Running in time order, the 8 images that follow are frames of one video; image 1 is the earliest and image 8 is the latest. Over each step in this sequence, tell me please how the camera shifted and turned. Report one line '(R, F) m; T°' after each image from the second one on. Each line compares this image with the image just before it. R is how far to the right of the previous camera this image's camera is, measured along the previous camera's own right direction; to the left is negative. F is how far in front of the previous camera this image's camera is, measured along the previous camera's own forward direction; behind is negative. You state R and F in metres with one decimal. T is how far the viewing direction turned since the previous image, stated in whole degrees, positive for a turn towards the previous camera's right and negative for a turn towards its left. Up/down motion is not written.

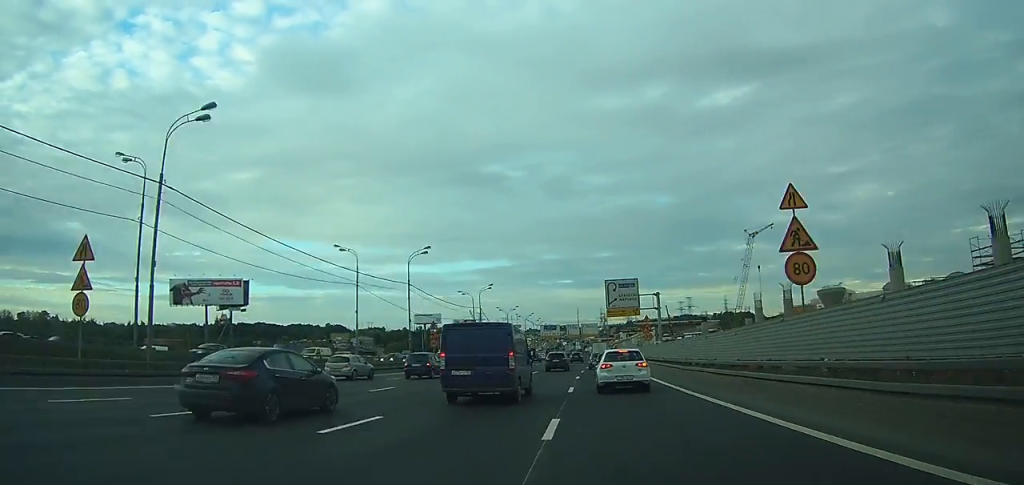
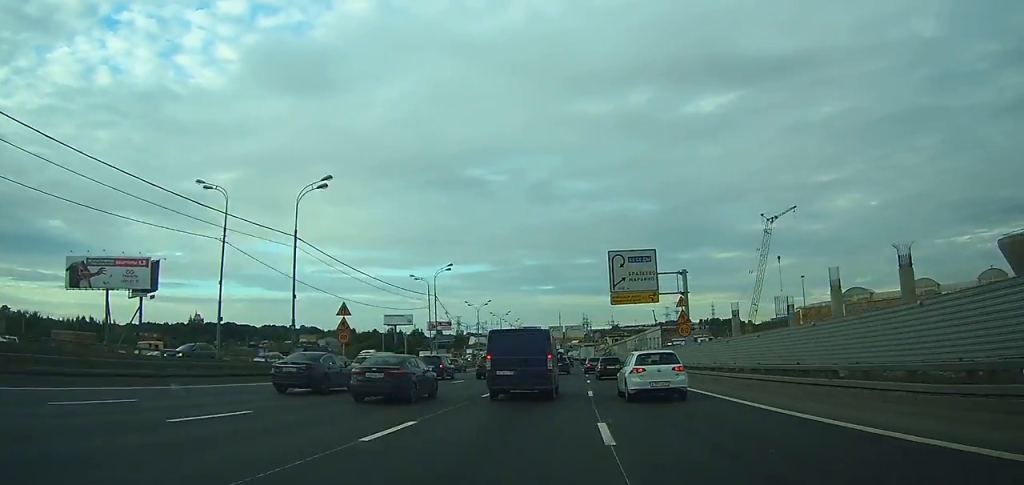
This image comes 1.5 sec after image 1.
(+0.1, +23.7) m; 0°
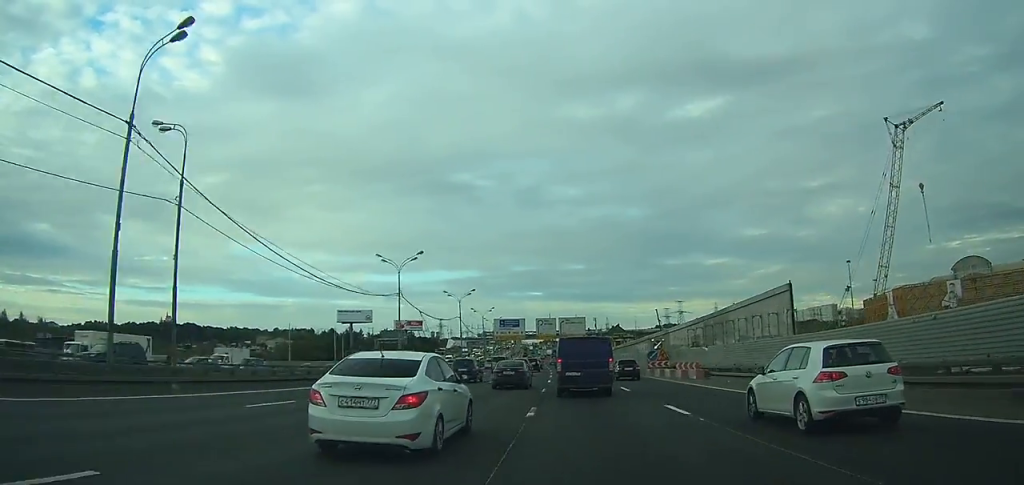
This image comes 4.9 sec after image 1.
(+0.3, +57.5) m; 0°
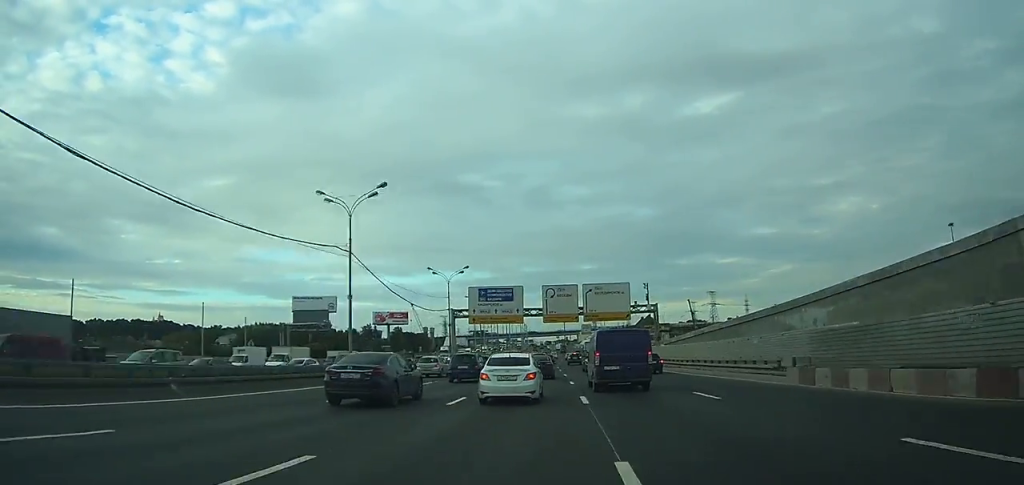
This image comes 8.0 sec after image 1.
(-0.1, +57.0) m; 0°
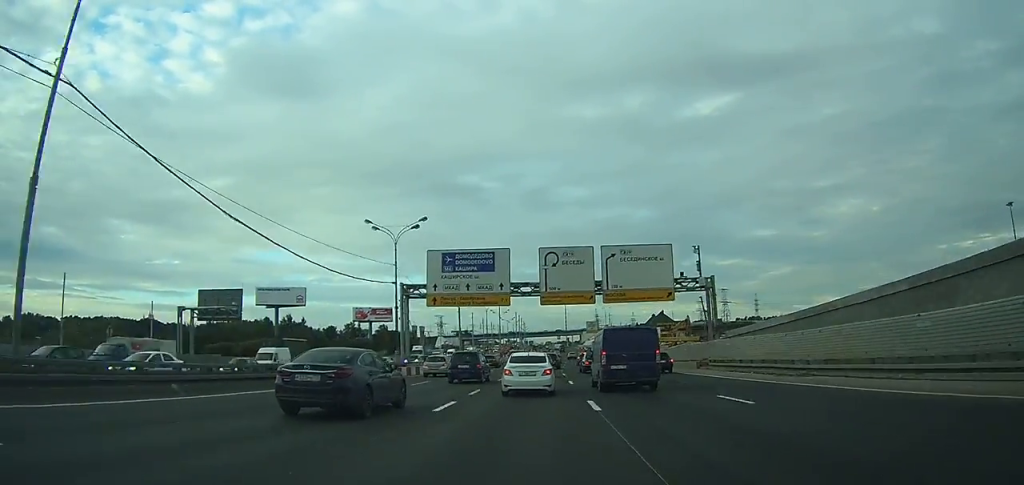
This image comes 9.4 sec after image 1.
(-0.2, +25.0) m; 0°
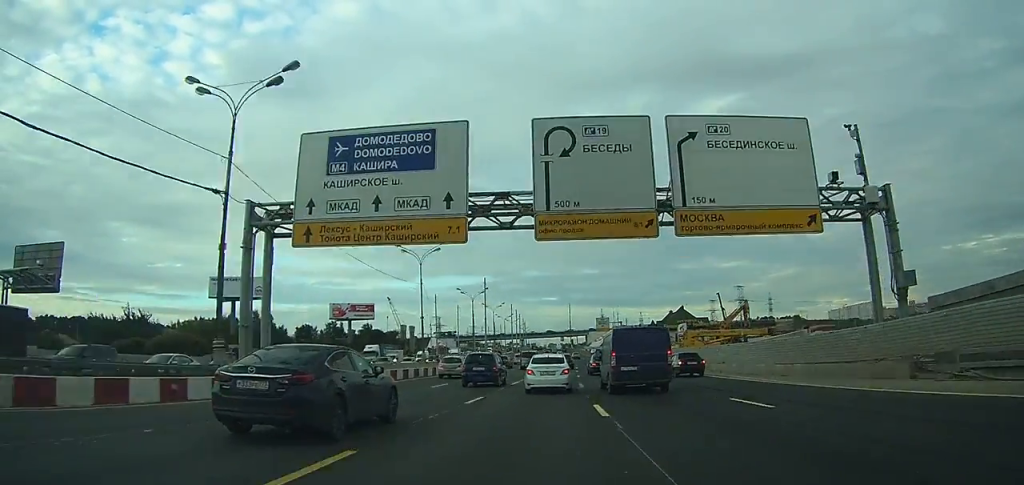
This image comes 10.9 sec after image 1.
(-0.1, +26.2) m; 0°
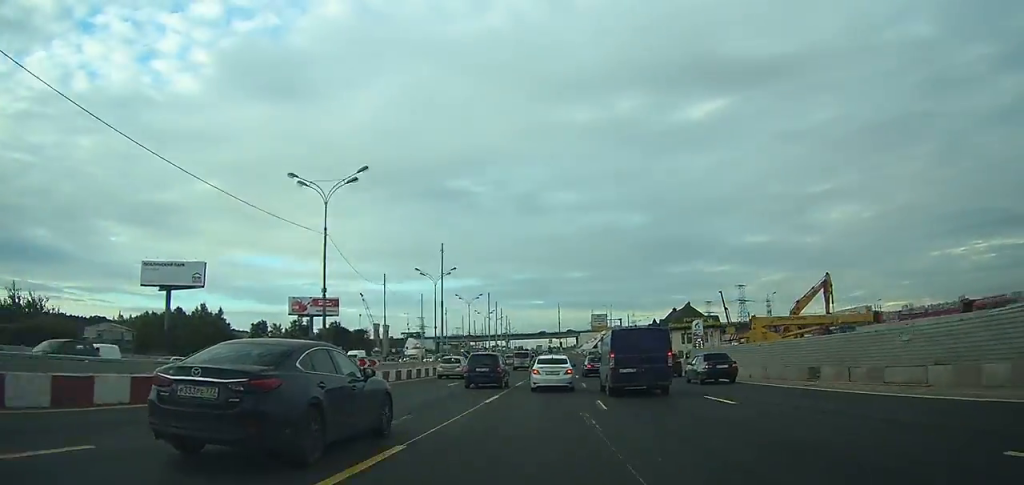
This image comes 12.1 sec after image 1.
(0.0, +22.6) m; 0°
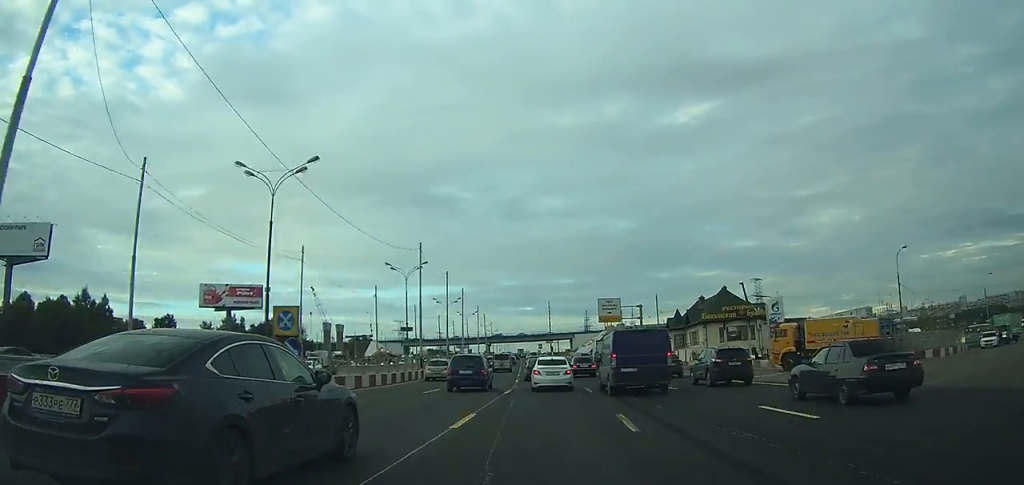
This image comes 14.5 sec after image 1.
(+0.1, +45.1) m; 0°
